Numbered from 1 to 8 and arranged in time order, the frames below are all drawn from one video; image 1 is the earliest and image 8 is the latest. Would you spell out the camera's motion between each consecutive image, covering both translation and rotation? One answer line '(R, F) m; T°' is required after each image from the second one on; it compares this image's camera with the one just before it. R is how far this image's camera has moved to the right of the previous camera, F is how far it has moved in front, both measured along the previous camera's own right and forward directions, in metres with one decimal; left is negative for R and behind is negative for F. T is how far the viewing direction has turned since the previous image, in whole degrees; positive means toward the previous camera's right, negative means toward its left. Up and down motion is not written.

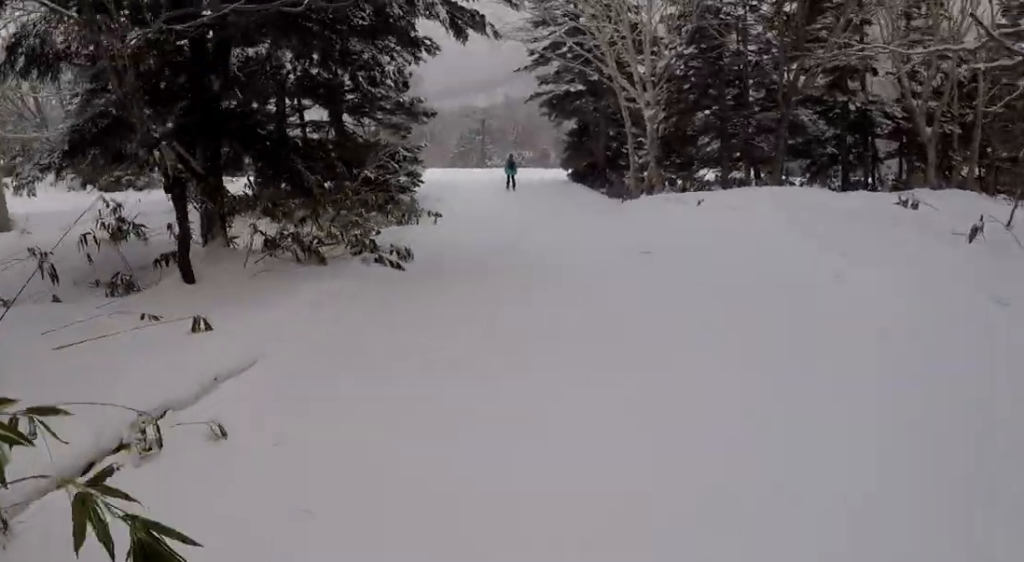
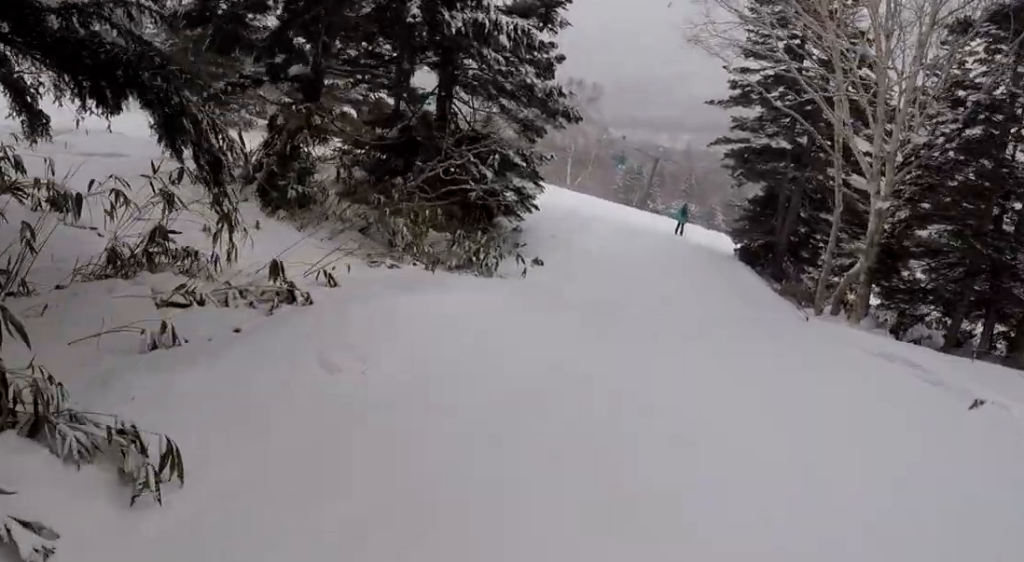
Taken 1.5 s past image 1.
(-1.0, +7.6) m; -14°
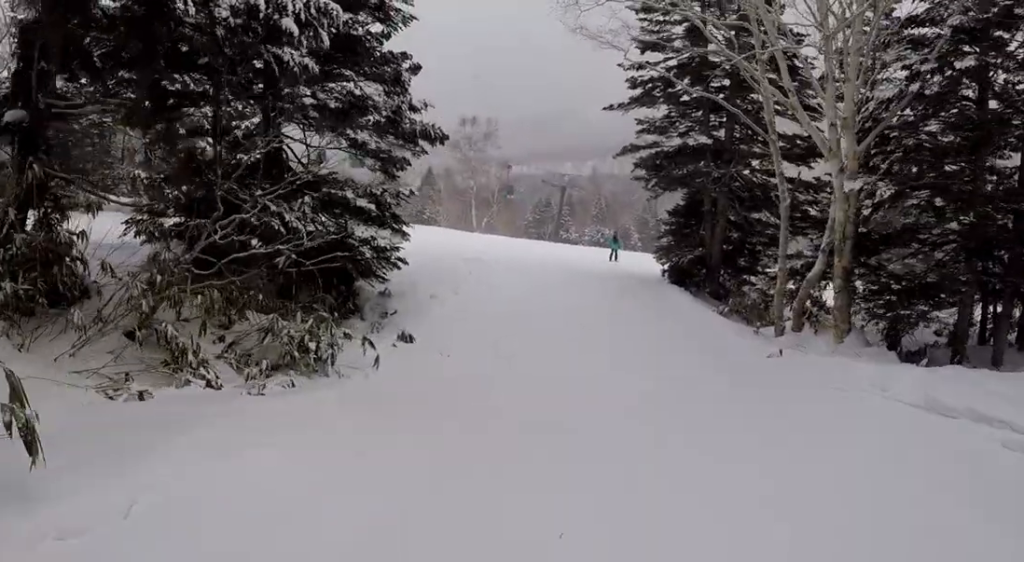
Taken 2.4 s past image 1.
(-0.5, +4.8) m; +5°
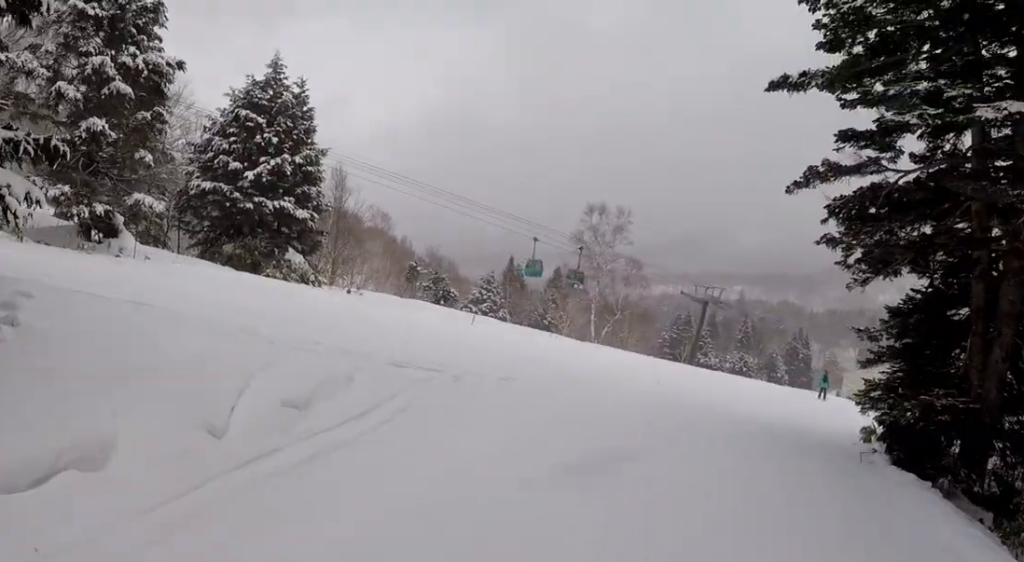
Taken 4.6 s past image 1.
(+1.2, +12.2) m; -5°
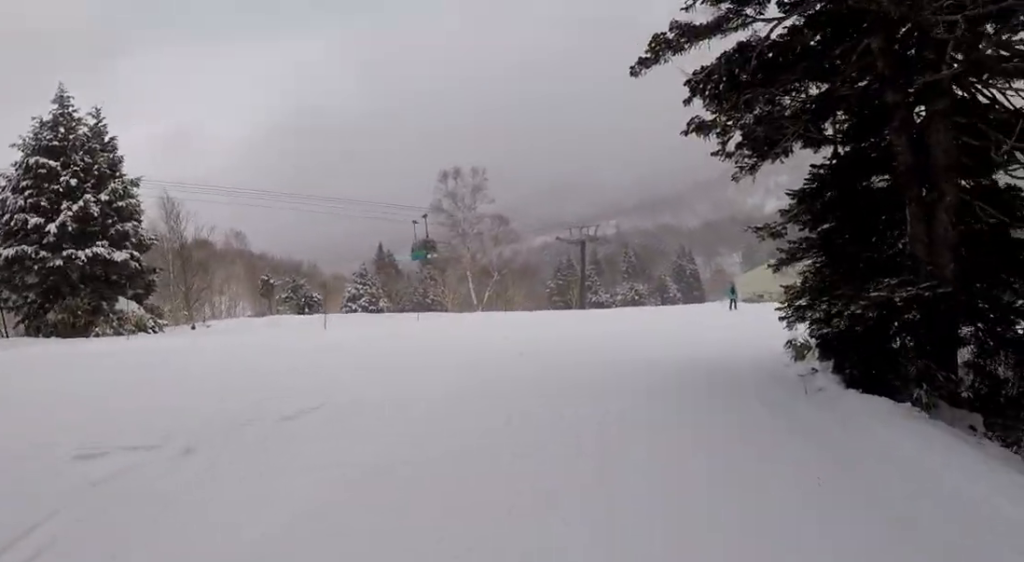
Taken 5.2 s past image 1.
(-0.6, +3.0) m; -1°
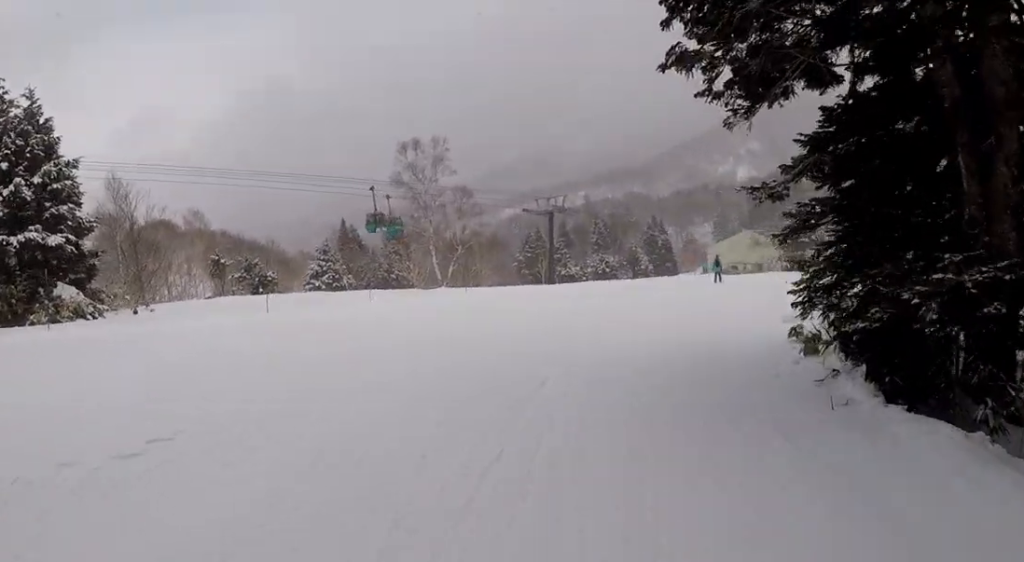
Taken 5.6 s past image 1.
(+0.4, +1.9) m; +6°
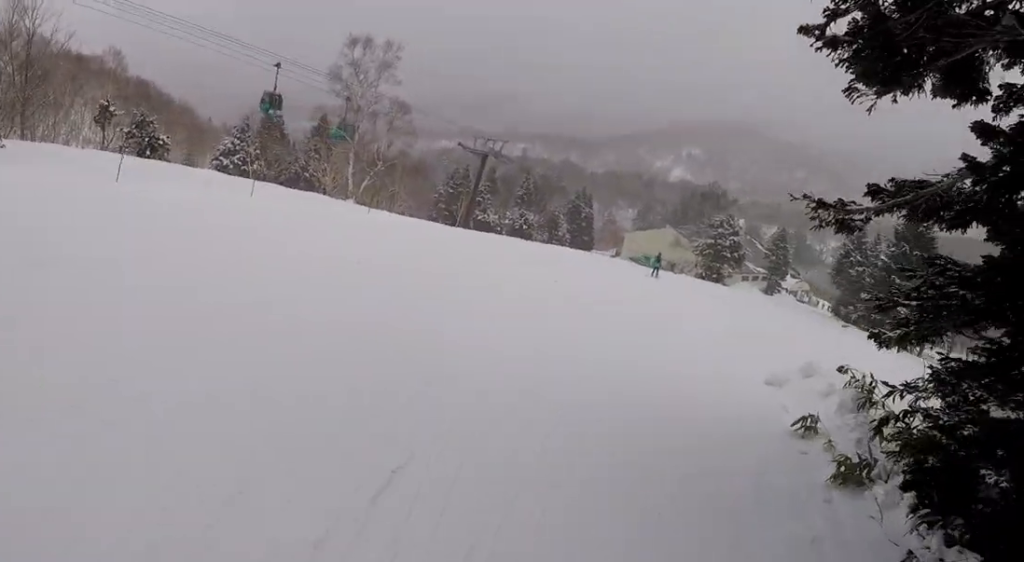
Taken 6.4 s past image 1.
(+0.5, +3.9) m; +9°
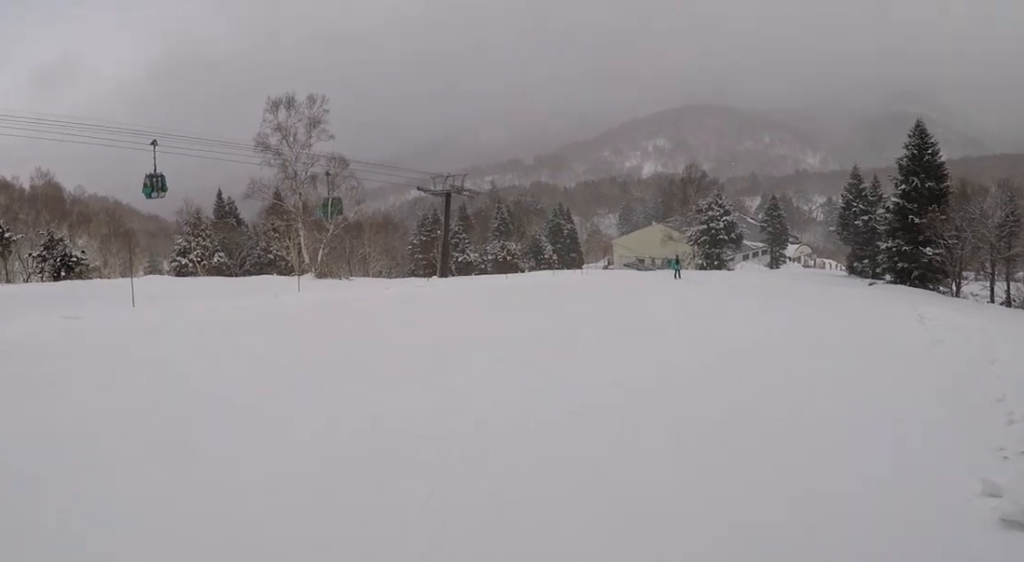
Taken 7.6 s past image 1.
(+0.2, +5.2) m; +2°
